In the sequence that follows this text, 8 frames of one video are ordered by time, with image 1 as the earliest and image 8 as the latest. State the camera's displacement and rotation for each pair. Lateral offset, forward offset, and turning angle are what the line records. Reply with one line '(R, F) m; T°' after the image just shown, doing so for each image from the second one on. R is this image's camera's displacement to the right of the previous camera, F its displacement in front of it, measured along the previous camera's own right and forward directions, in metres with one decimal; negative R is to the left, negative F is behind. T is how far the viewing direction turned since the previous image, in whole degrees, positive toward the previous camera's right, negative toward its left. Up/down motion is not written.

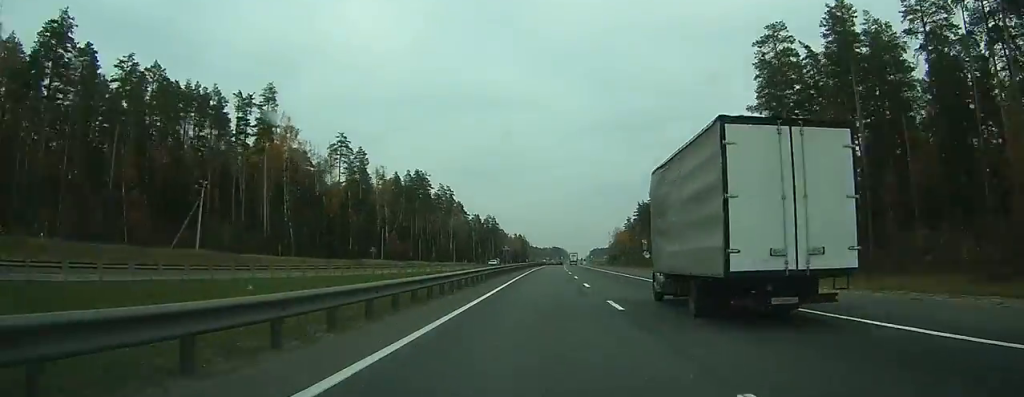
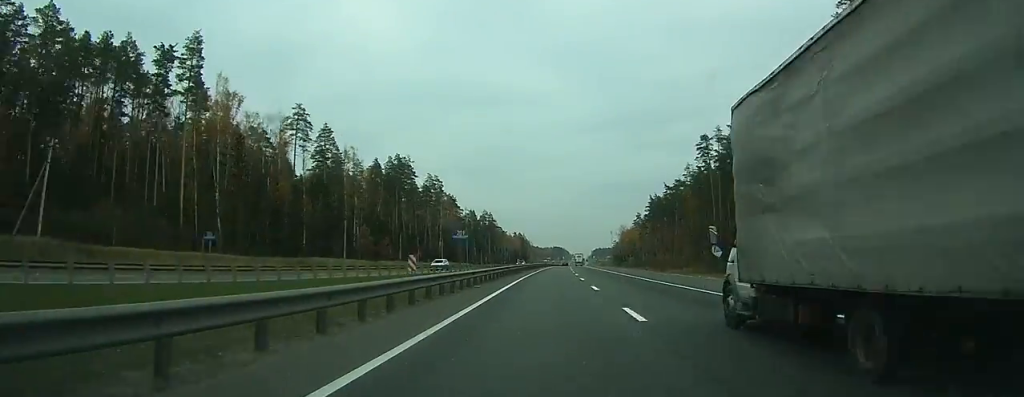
(0.0, +26.1) m; 0°
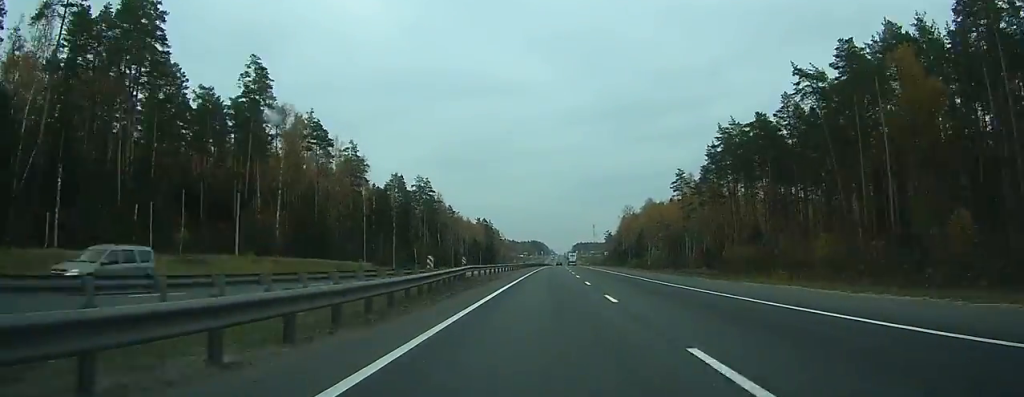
(+1.6, +113.2) m; +2°
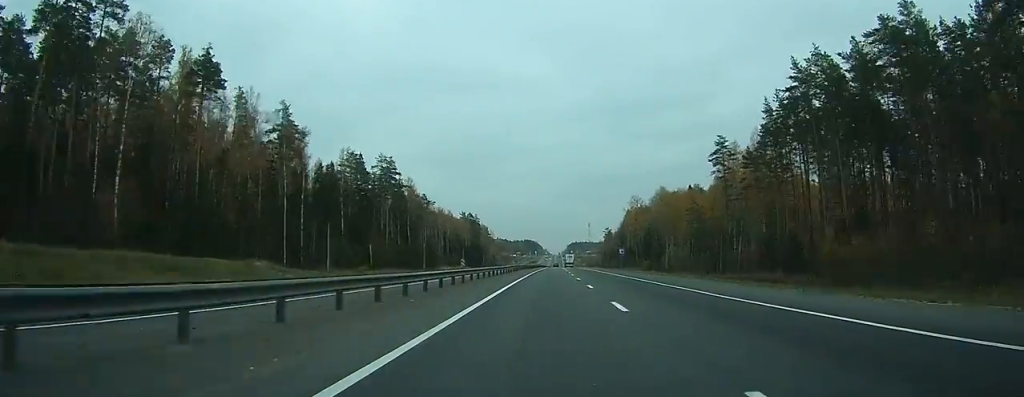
(+0.2, +39.1) m; 0°
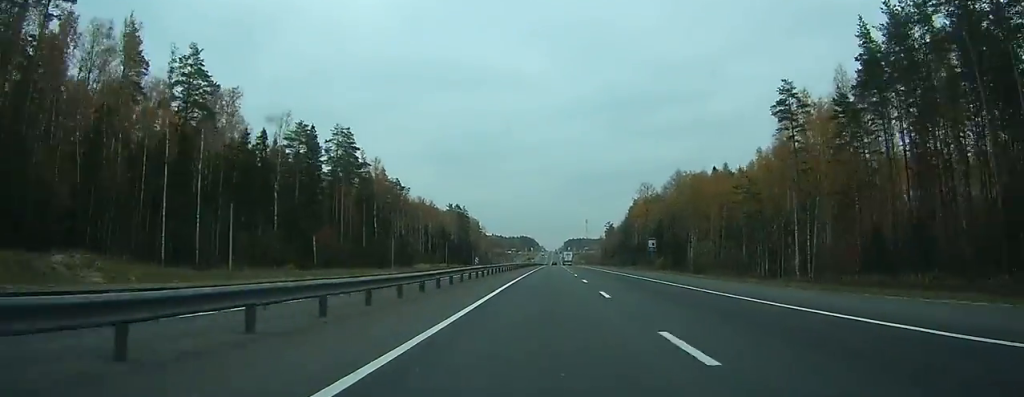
(+0.1, +31.8) m; 0°
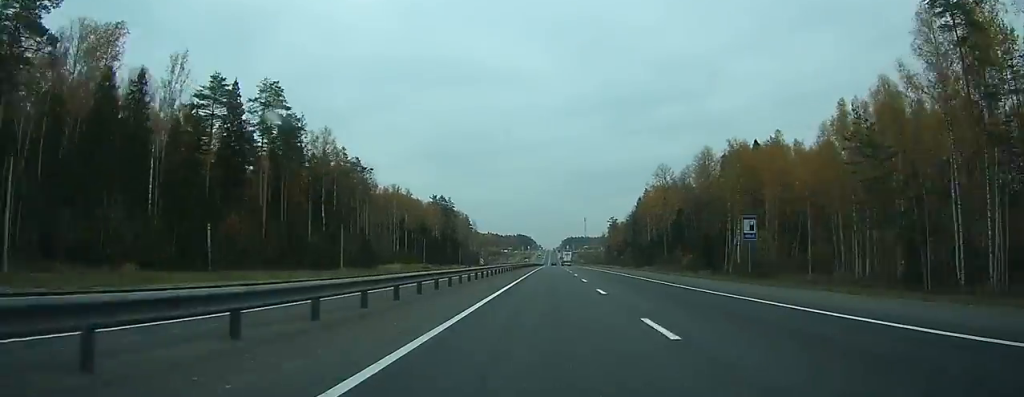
(+0.1, +35.7) m; 0°
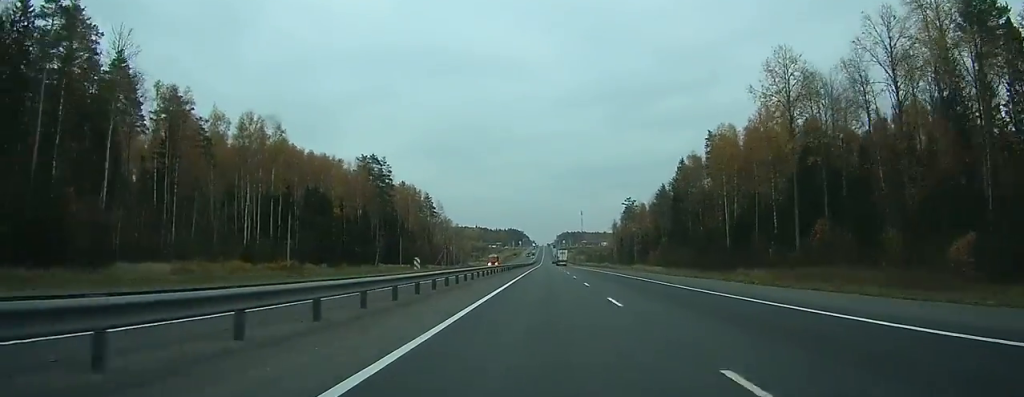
(+0.9, +90.8) m; +1°
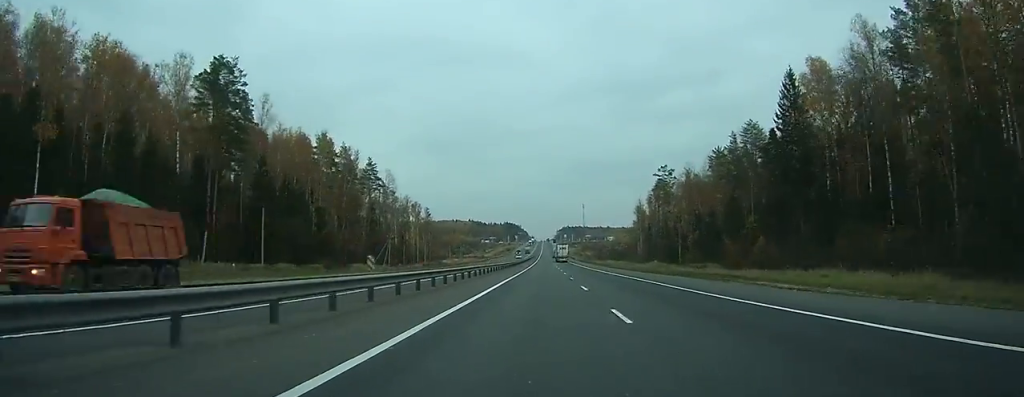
(+0.3, +75.3) m; 0°
